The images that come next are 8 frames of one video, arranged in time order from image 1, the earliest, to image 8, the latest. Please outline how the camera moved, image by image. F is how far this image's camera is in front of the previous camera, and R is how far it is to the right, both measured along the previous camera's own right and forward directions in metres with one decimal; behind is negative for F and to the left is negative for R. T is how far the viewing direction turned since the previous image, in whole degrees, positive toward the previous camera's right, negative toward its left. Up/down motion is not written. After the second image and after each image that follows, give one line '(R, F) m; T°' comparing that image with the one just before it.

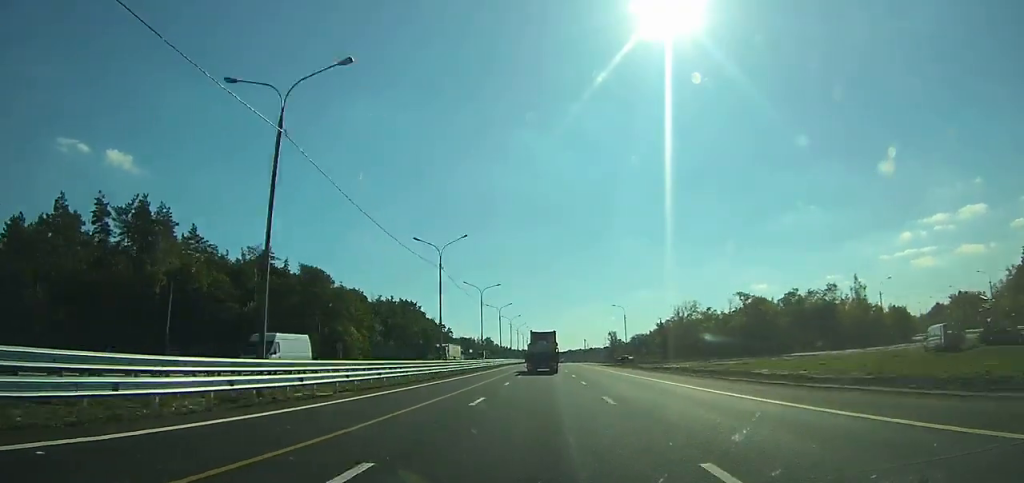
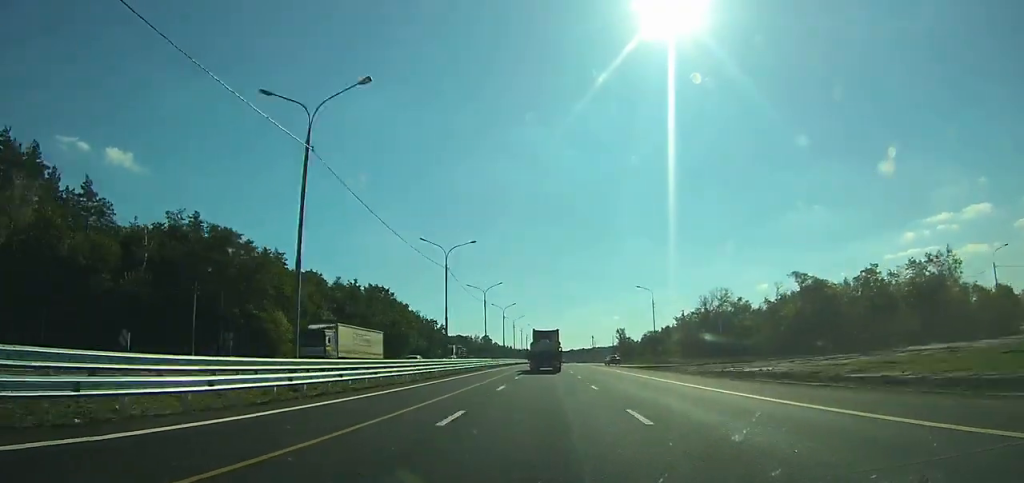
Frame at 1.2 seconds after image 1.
(0.0, +28.4) m; 0°
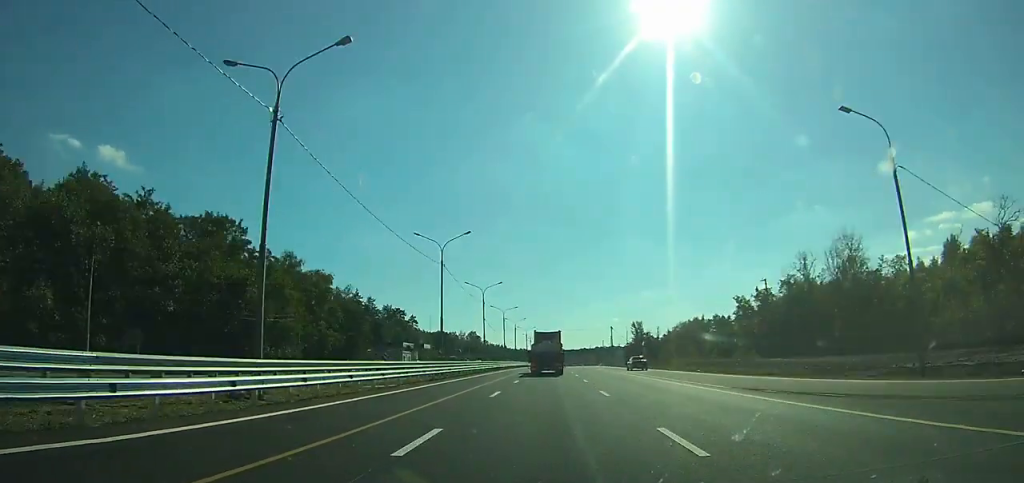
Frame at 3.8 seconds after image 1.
(-0.2, +66.5) m; 0°
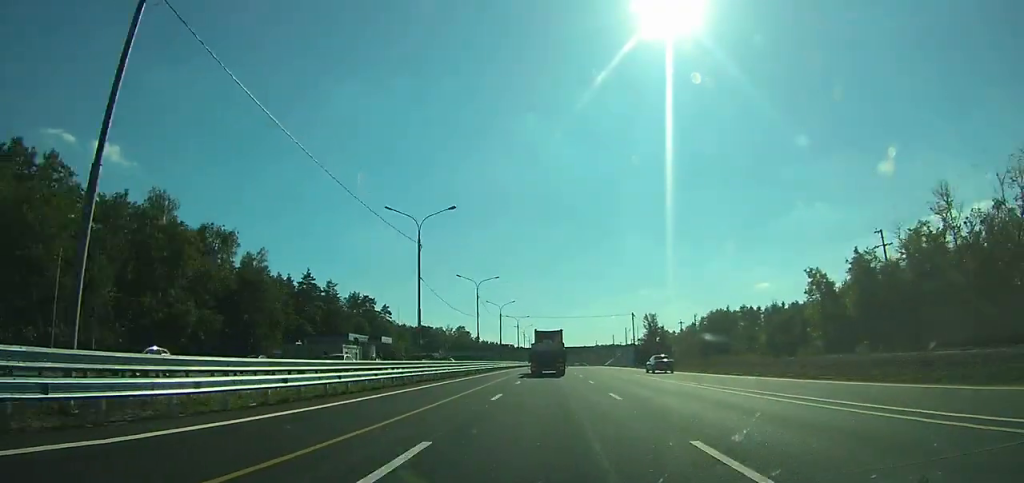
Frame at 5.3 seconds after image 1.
(+0.1, +38.8) m; 0°
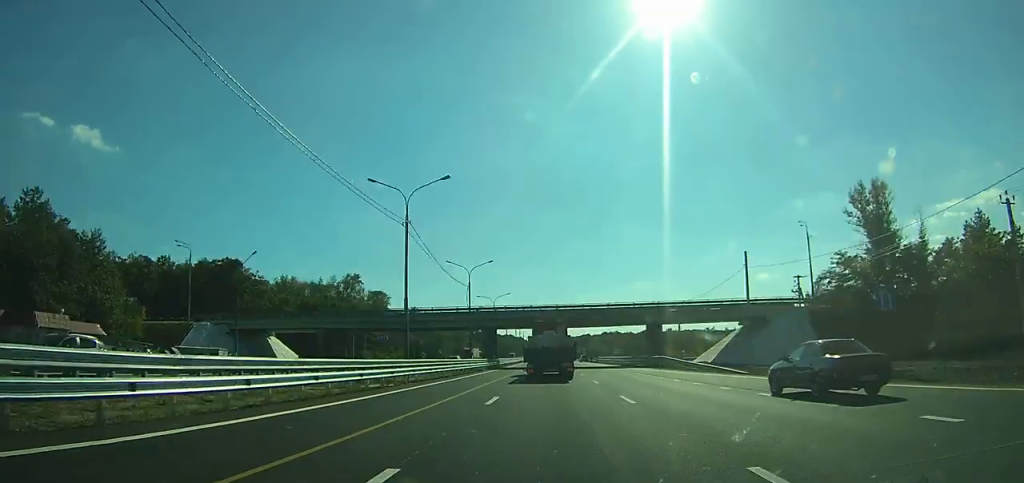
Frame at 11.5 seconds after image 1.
(+0.6, +157.3) m; 0°
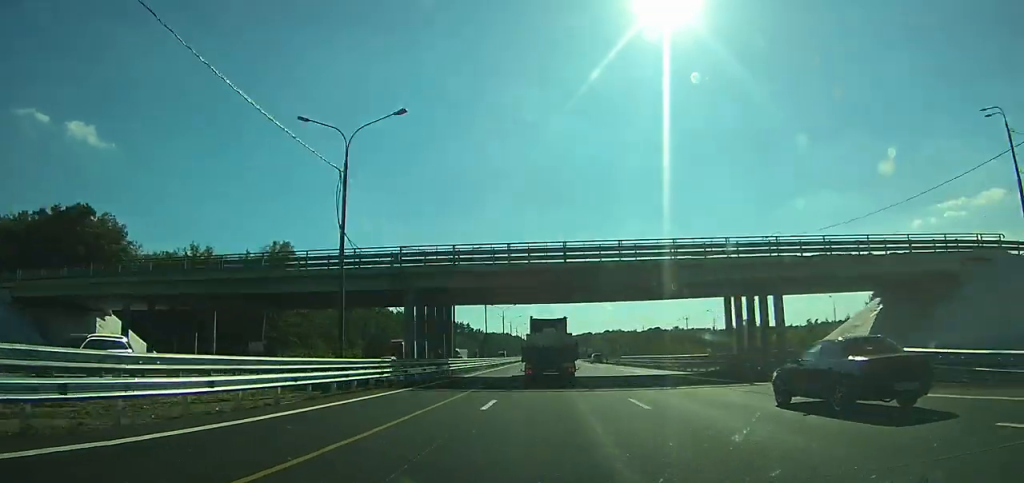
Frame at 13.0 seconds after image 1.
(0.0, +36.8) m; 0°
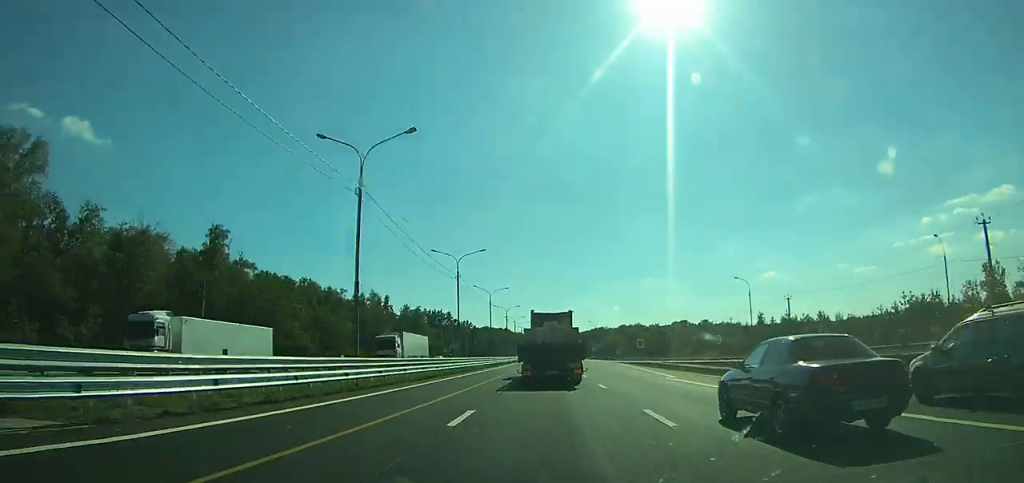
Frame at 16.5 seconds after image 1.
(-0.4, +84.3) m; 0°
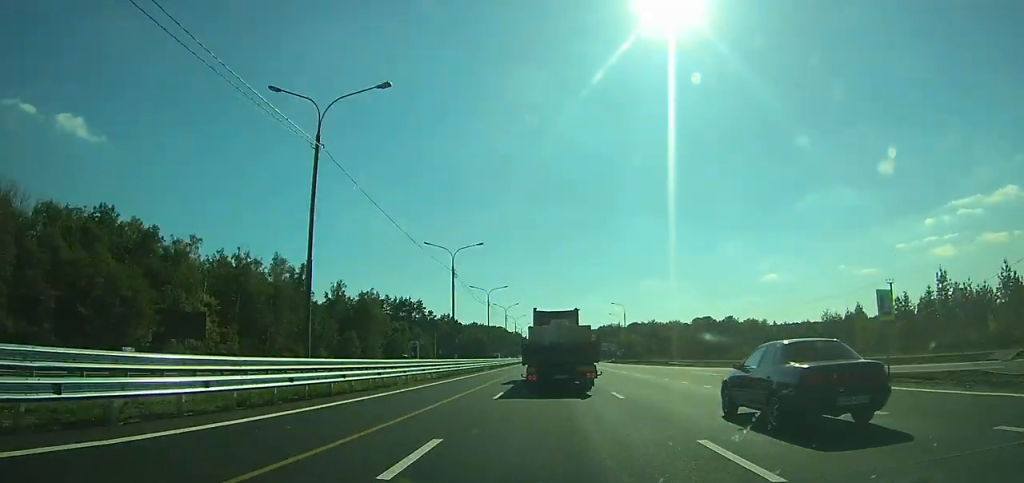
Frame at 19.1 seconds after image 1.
(-0.3, +64.8) m; 0°
